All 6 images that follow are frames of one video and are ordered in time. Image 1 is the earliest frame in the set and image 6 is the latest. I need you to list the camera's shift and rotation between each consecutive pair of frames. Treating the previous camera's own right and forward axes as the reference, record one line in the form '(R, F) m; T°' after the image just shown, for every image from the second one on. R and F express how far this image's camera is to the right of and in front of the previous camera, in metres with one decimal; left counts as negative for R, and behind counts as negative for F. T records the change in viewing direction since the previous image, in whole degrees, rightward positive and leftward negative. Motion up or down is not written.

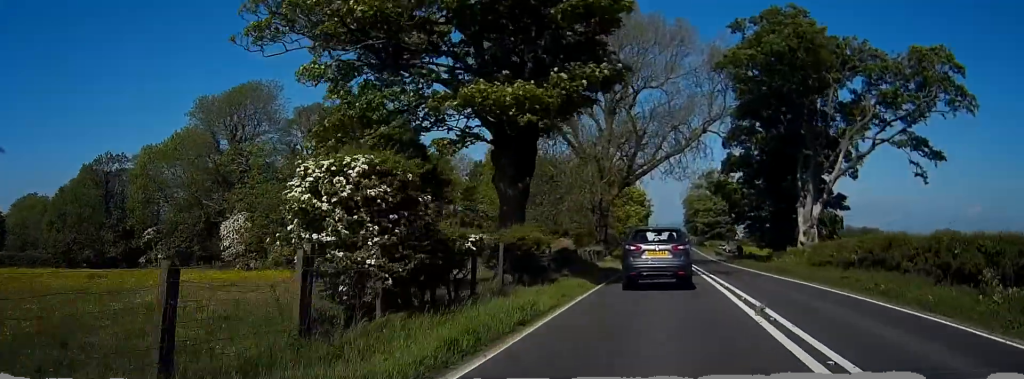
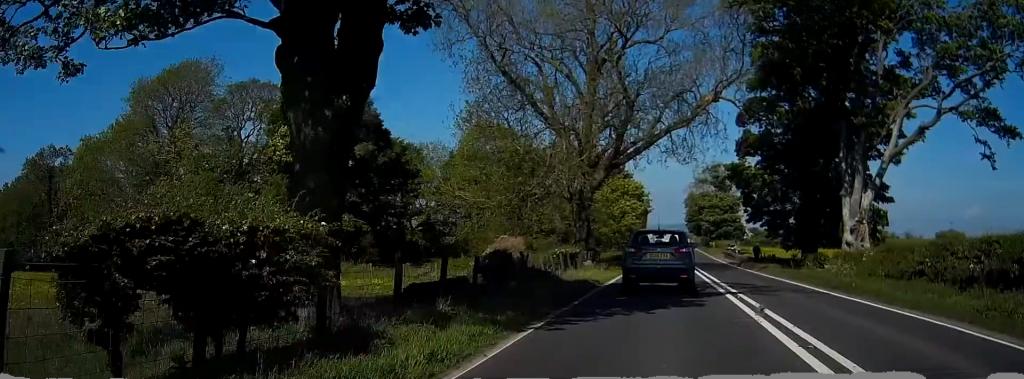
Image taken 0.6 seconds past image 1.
(+0.1, +11.5) m; 0°
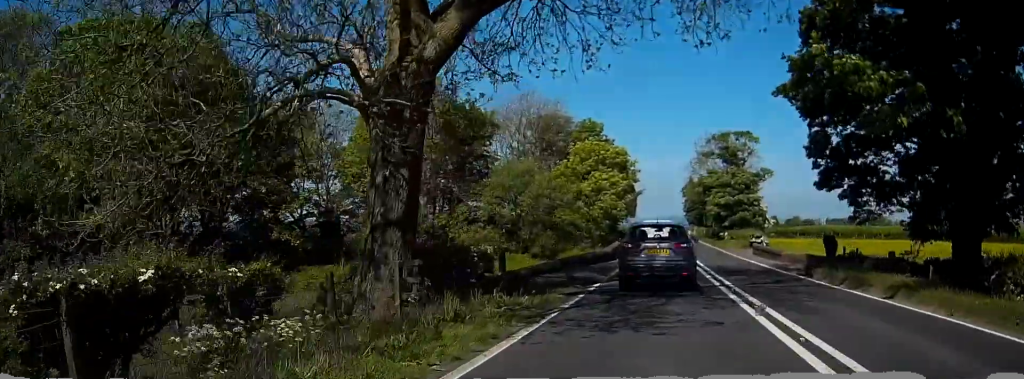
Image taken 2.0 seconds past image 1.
(-0.2, +25.1) m; 0°
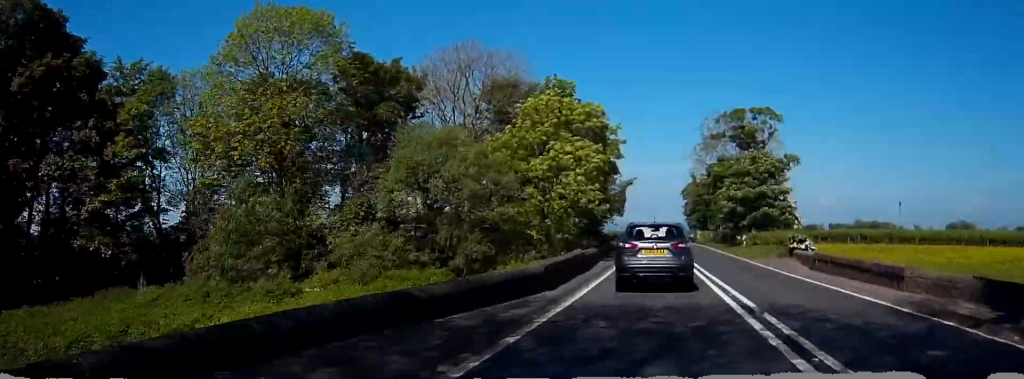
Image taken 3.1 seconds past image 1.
(0.0, +18.7) m; 0°
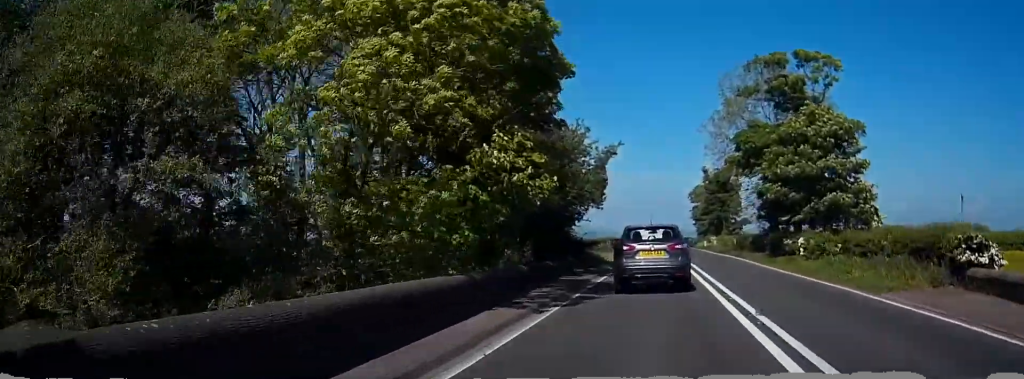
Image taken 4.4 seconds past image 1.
(+0.1, +22.4) m; 0°
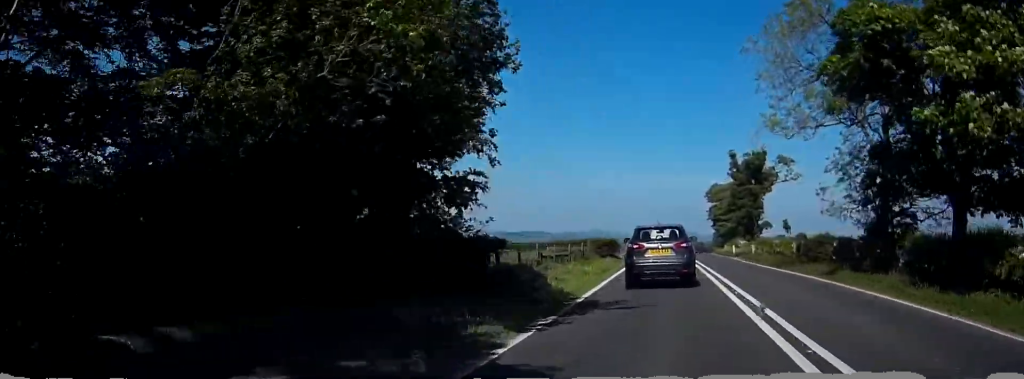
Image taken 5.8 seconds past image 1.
(-0.3, +23.9) m; -1°
